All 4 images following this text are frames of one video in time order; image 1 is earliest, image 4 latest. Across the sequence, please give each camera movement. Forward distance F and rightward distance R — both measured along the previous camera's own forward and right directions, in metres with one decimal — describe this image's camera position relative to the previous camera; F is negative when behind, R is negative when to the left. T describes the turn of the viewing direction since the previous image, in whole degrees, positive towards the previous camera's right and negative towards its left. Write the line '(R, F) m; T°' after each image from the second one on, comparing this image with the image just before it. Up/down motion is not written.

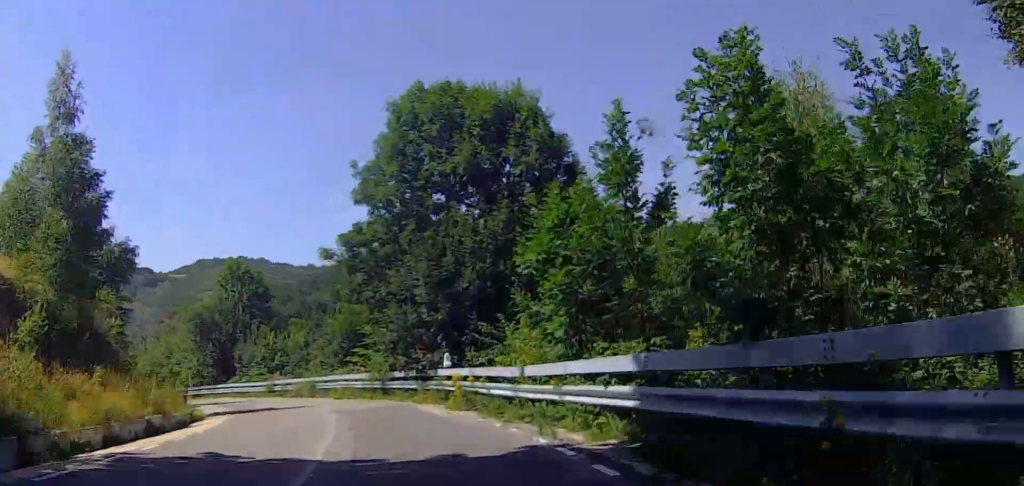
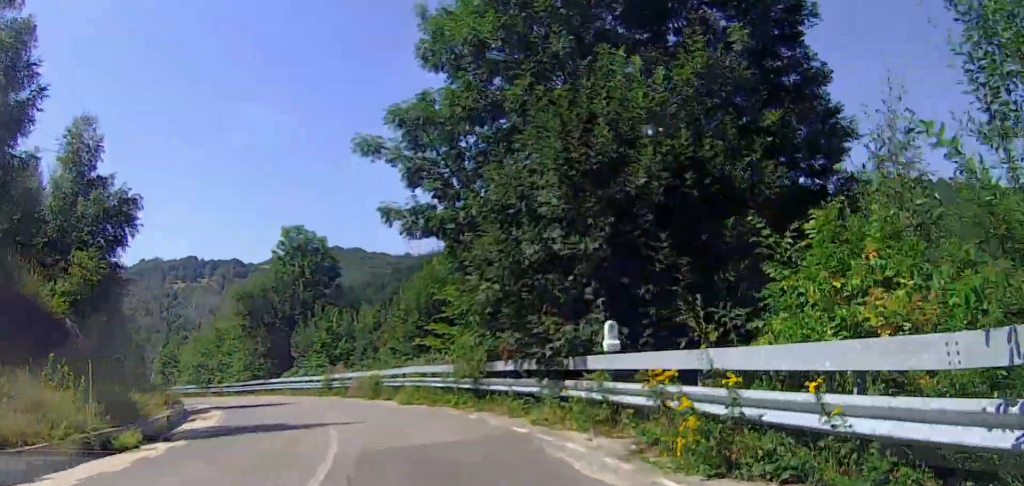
(-1.2, +12.0) m; -11°
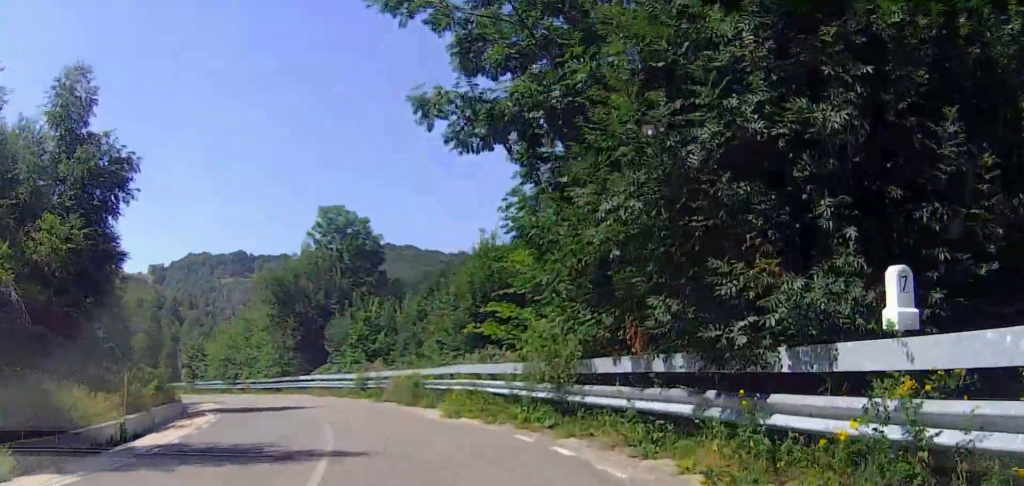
(-0.4, +6.5) m; -4°
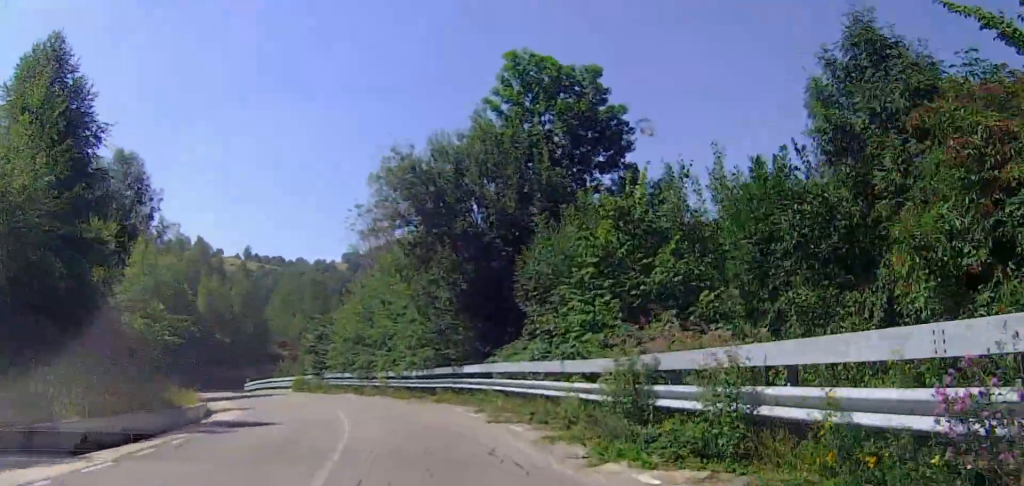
(-2.3, +24.1) m; -15°
